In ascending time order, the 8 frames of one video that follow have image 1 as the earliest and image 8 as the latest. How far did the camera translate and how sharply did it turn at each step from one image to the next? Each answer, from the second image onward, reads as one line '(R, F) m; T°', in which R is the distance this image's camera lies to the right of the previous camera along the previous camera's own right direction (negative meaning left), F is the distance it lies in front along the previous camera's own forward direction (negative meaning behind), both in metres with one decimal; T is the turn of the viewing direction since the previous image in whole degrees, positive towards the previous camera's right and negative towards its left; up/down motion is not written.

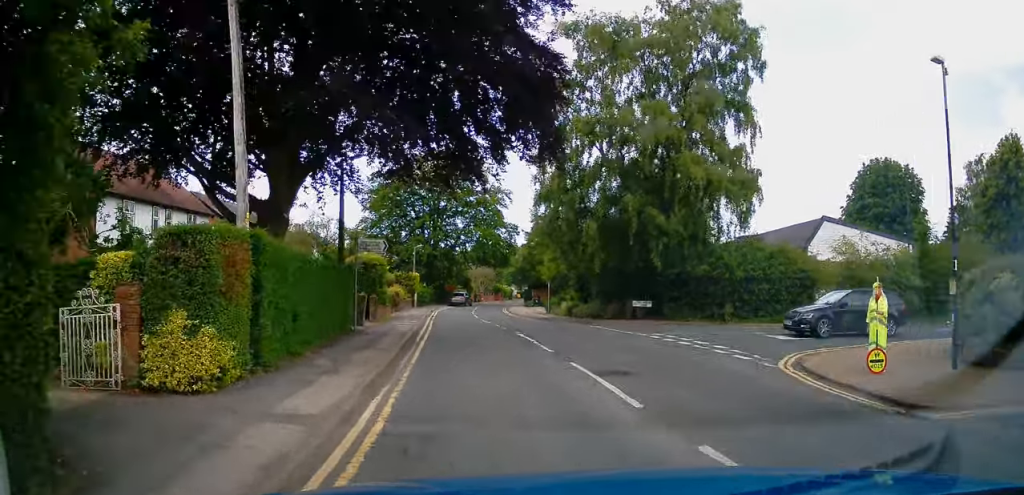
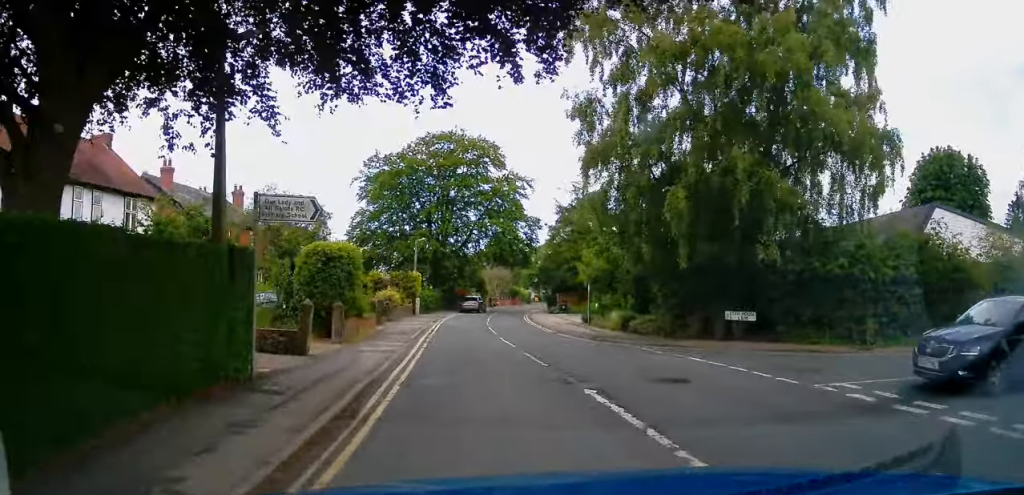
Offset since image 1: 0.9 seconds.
(+0.4, +9.4) m; 0°
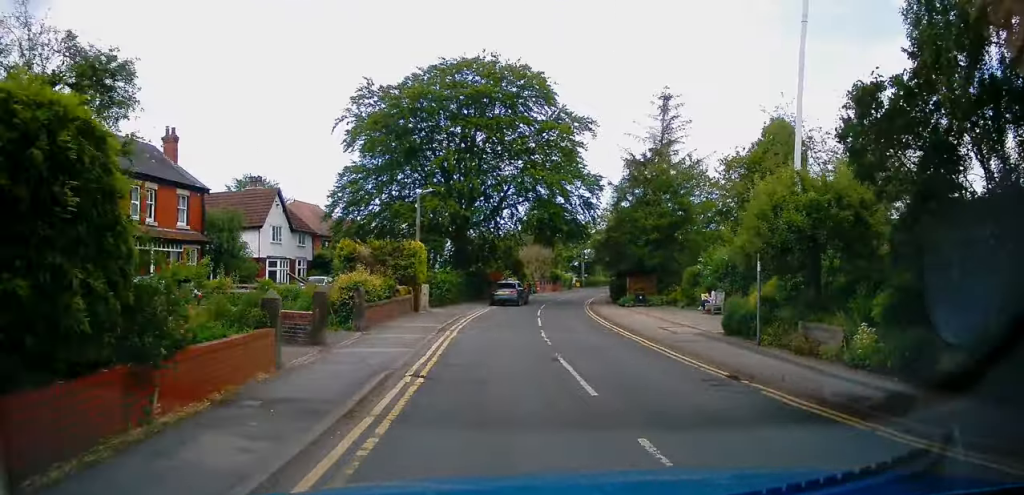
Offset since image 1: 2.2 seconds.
(-0.8, +15.2) m; -4°
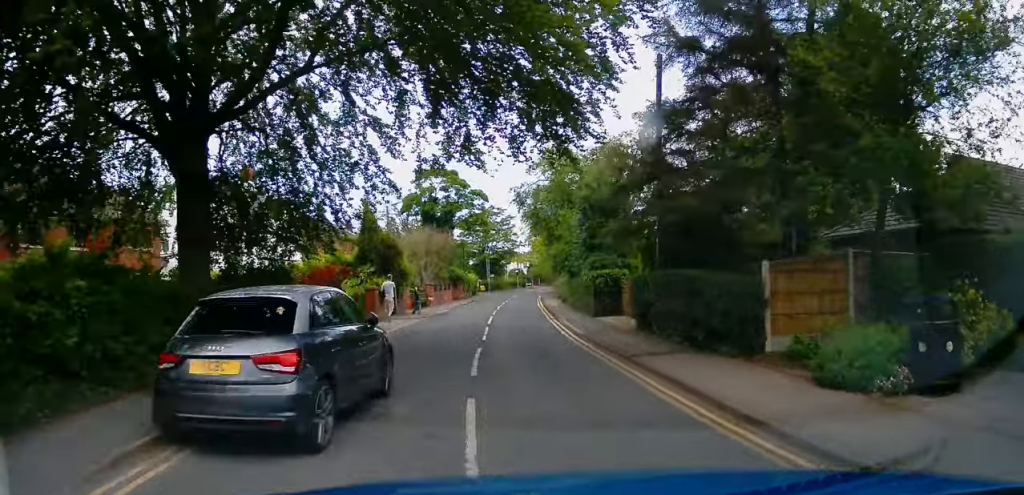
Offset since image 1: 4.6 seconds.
(+1.7, +28.4) m; +9°
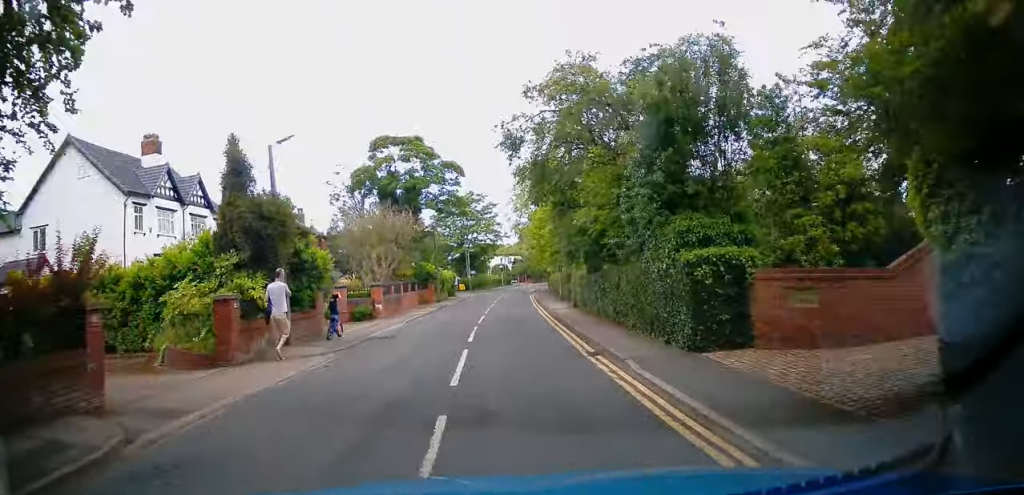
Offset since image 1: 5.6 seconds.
(+0.2, +13.1) m; 0°
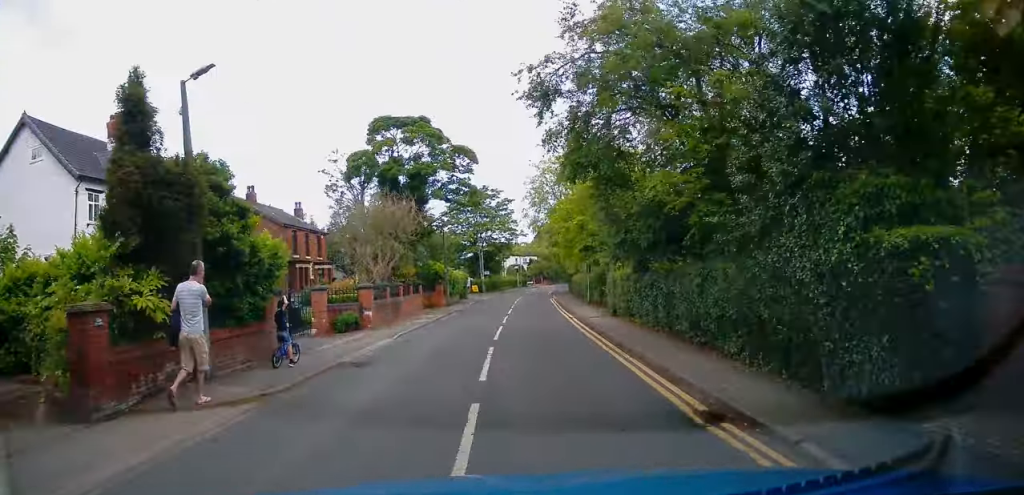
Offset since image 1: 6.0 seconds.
(0.0, +5.3) m; 0°
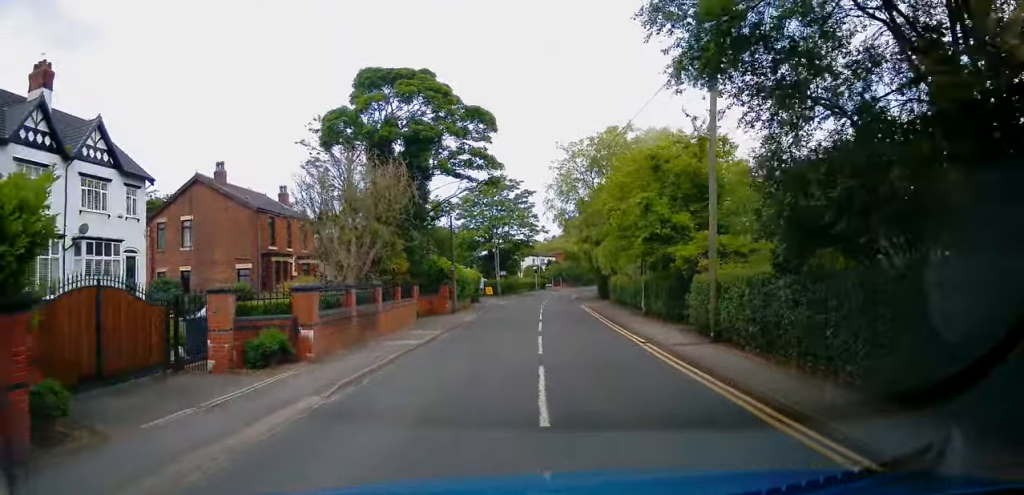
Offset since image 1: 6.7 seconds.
(-0.2, +9.1) m; 0°
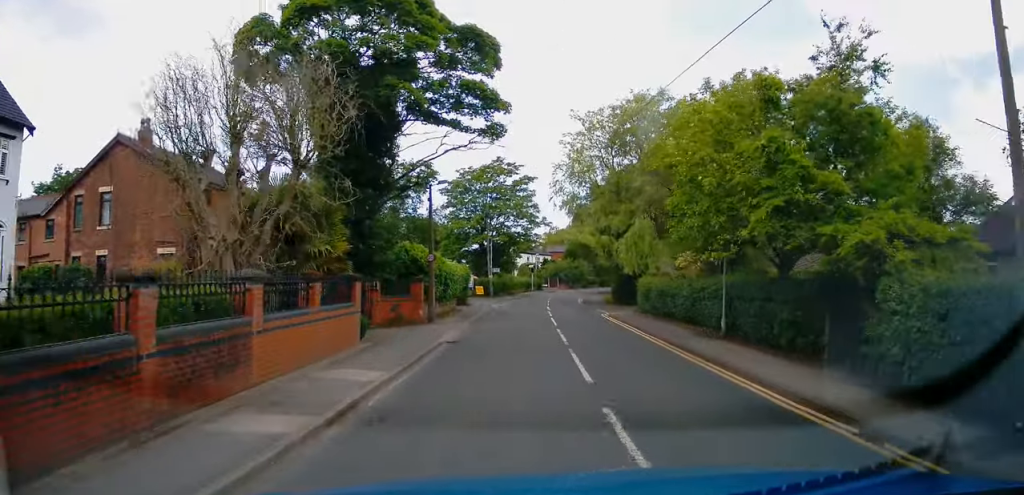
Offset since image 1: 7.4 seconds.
(+0.2, +9.1) m; +1°
